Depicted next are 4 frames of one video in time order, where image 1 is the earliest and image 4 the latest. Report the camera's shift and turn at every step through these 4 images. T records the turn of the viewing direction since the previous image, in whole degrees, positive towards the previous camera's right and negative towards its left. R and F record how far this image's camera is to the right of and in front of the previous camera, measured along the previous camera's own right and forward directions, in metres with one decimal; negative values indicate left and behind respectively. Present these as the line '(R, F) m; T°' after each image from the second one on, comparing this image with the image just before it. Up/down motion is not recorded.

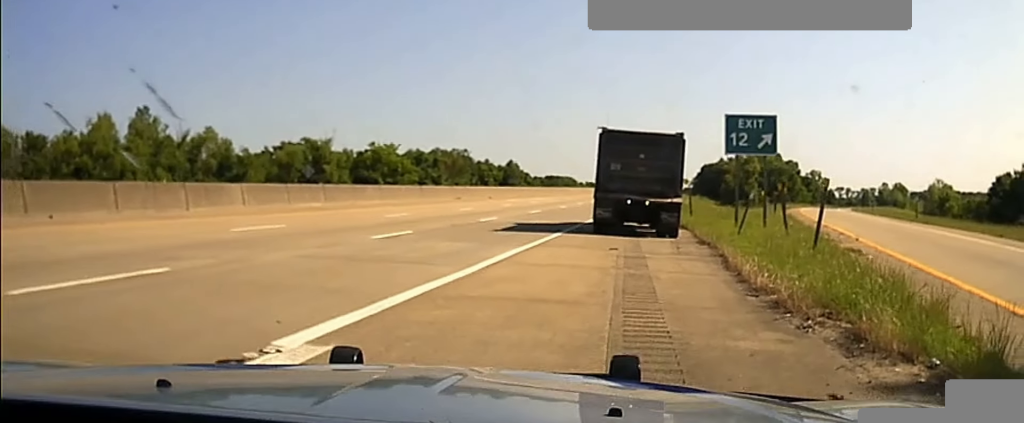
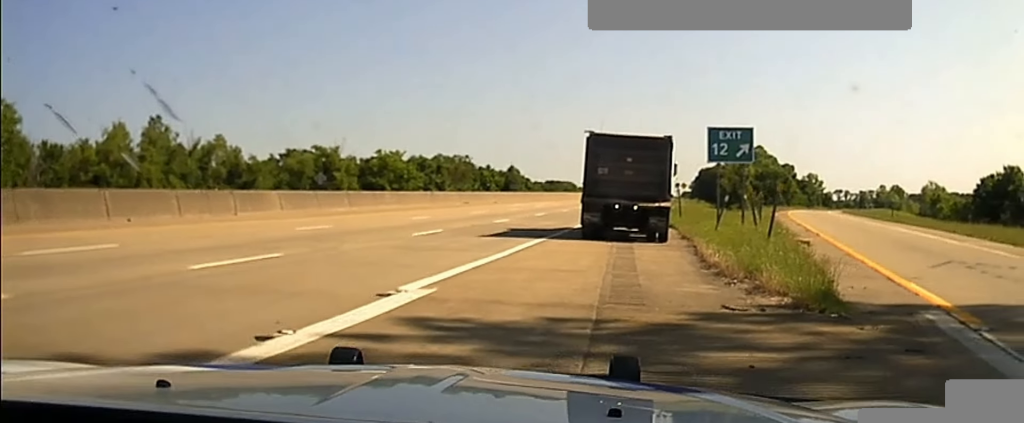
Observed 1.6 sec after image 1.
(+0.6, +4.9) m; +1°
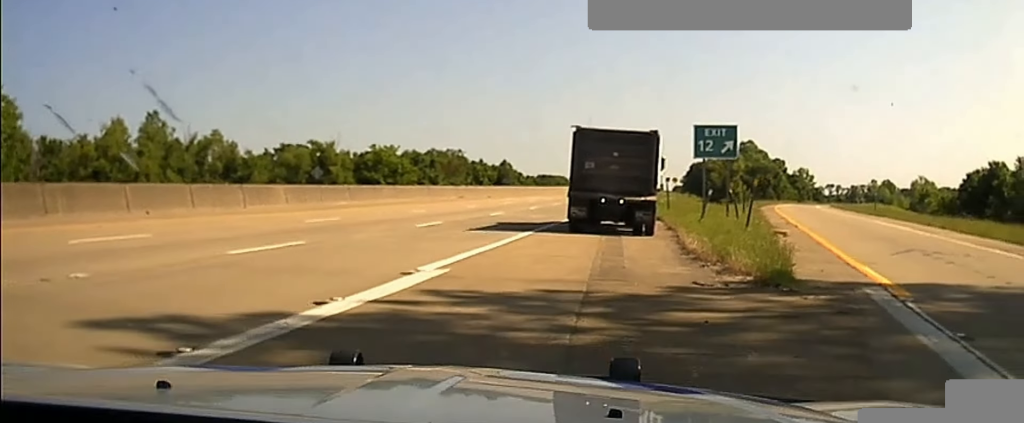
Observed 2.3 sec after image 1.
(-0.2, +2.1) m; -3°
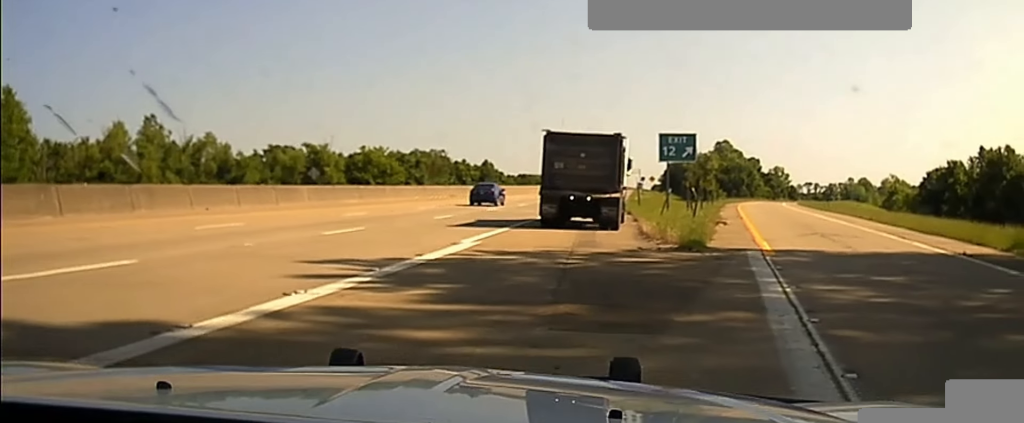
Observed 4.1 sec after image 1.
(0.0, +7.2) m; +3°
